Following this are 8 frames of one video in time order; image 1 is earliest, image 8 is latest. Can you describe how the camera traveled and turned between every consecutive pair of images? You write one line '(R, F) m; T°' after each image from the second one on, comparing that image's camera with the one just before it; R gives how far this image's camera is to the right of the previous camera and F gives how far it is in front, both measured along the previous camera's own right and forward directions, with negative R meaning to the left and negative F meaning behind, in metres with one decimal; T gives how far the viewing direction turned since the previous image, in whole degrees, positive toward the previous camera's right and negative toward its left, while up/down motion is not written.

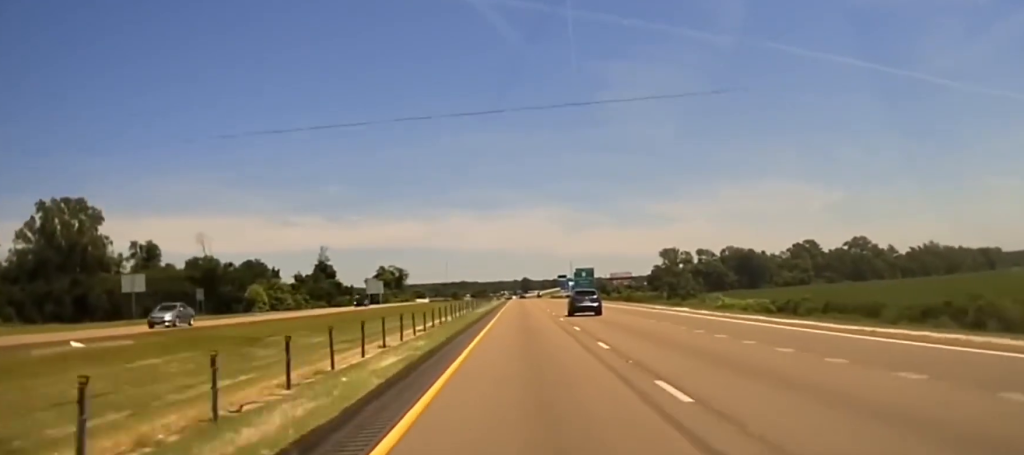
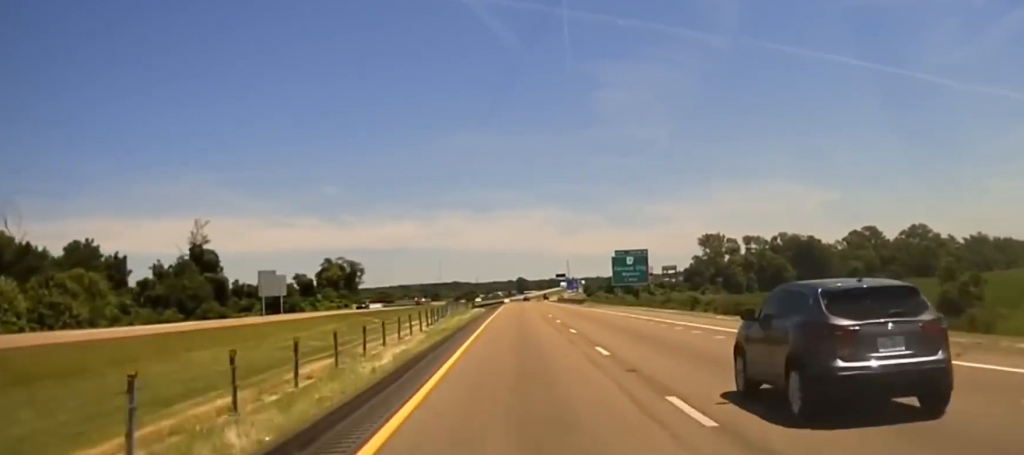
(+0.6, +85.9) m; 0°
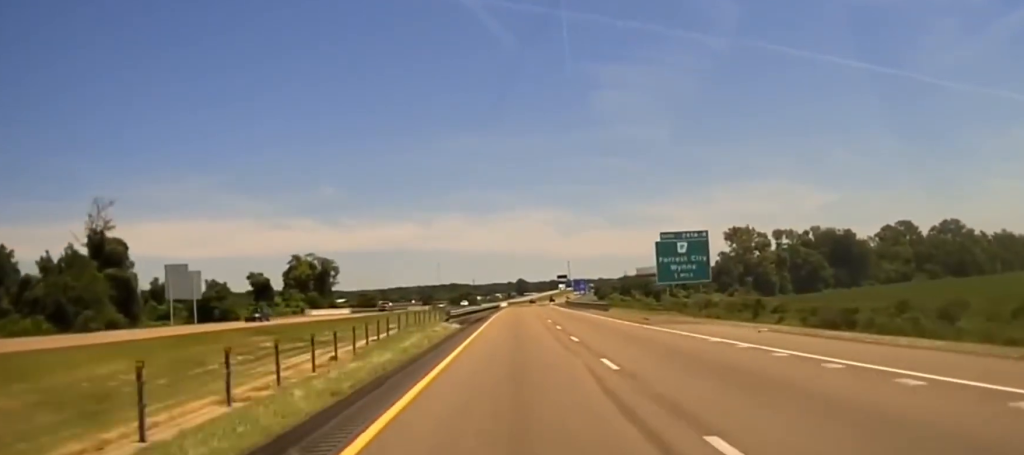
(0.0, +42.5) m; 0°
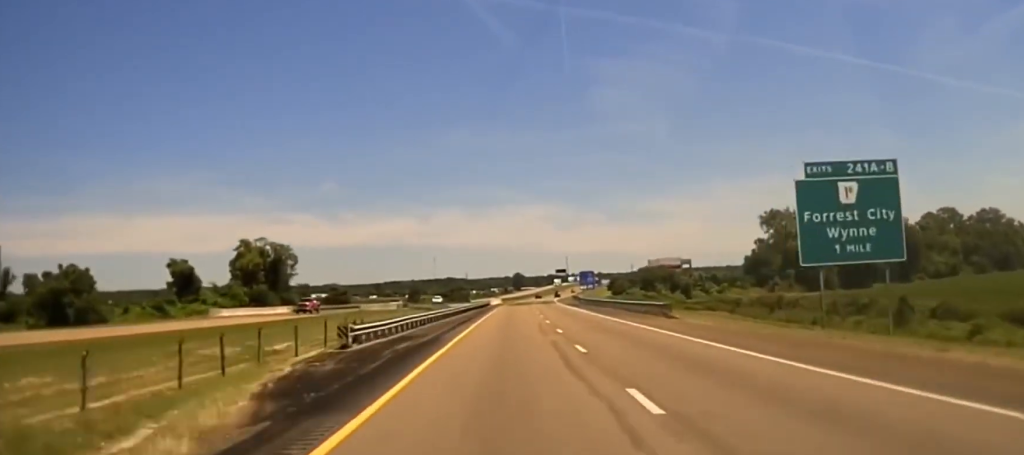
(-0.1, +49.5) m; +1°
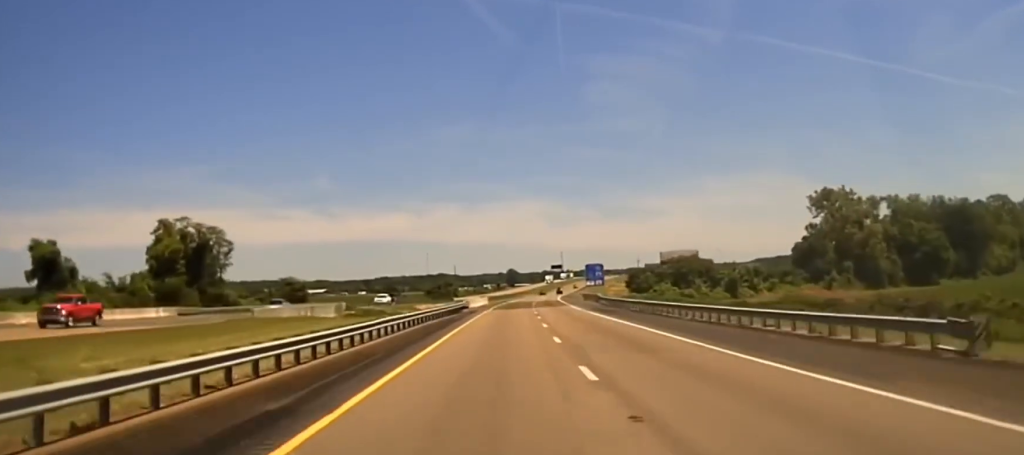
(+0.6, +49.6) m; +1°
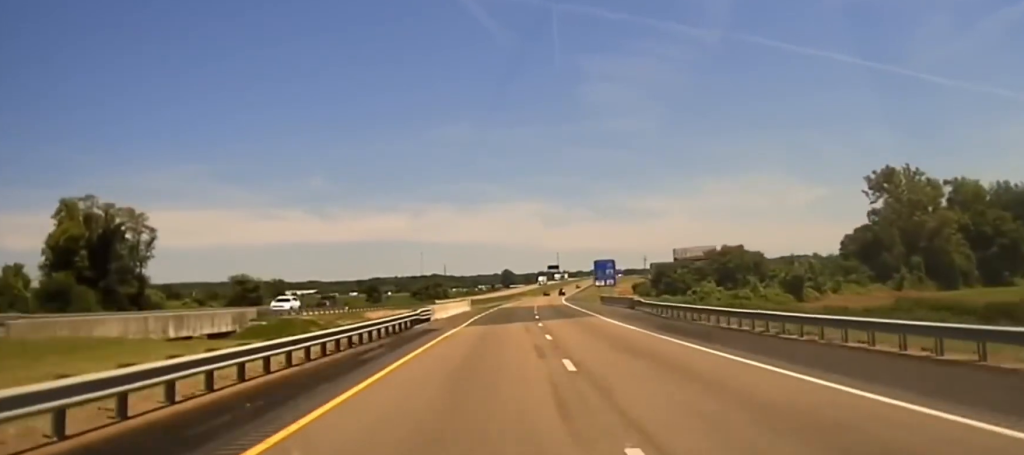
(+0.3, +35.6) m; 0°
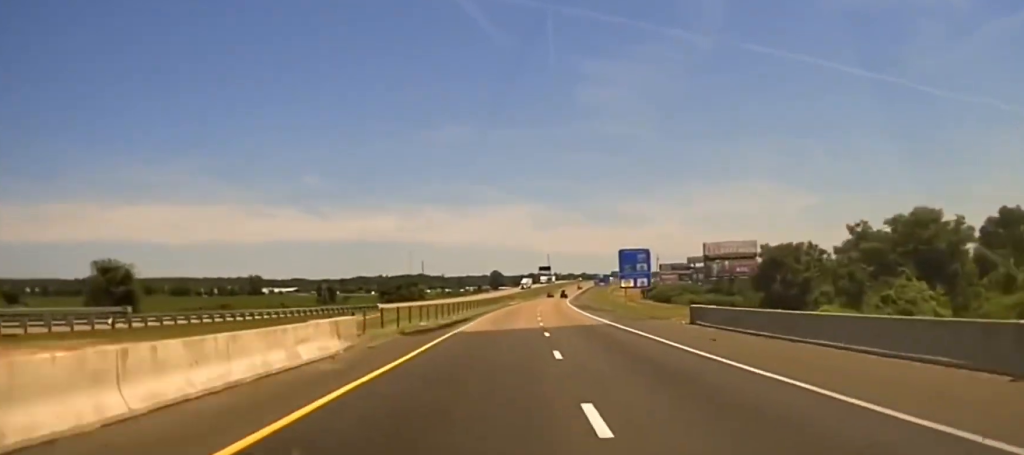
(+0.2, +62.7) m; 0°
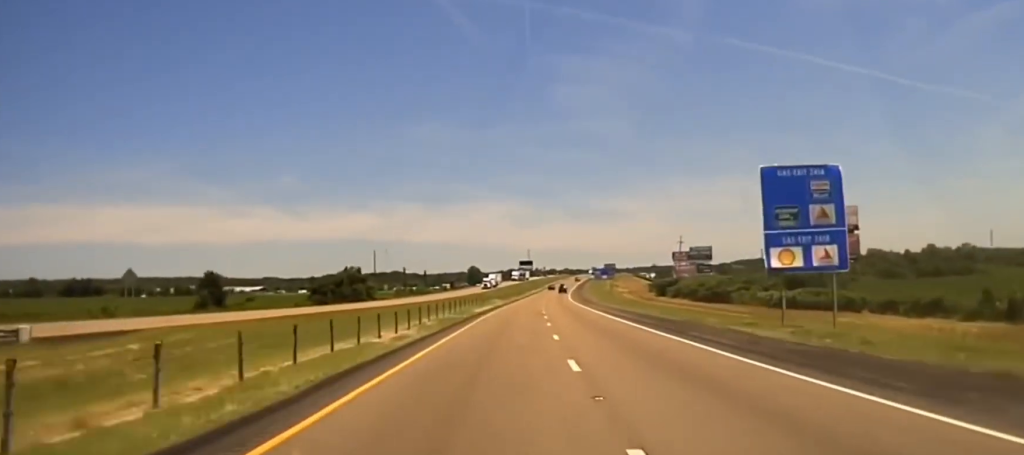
(+0.4, +75.5) m; +1°
